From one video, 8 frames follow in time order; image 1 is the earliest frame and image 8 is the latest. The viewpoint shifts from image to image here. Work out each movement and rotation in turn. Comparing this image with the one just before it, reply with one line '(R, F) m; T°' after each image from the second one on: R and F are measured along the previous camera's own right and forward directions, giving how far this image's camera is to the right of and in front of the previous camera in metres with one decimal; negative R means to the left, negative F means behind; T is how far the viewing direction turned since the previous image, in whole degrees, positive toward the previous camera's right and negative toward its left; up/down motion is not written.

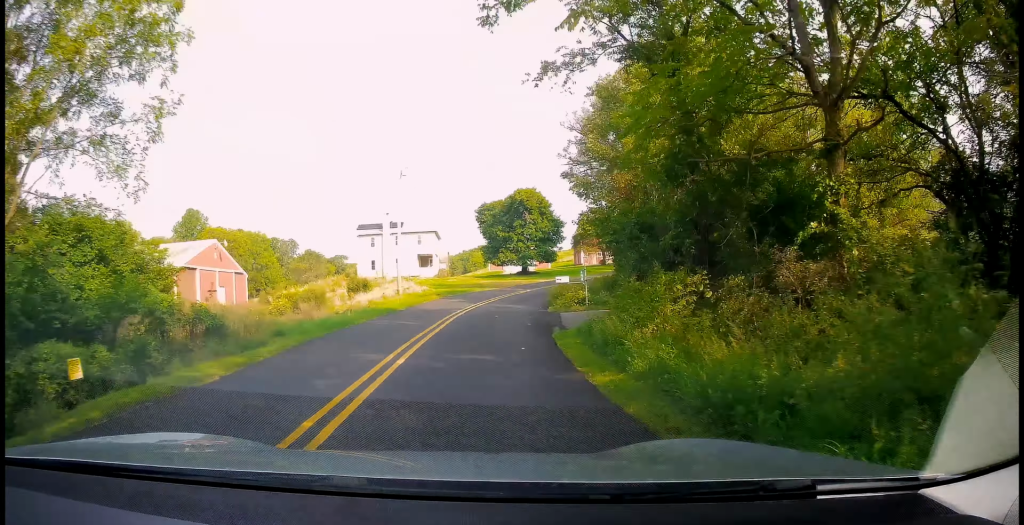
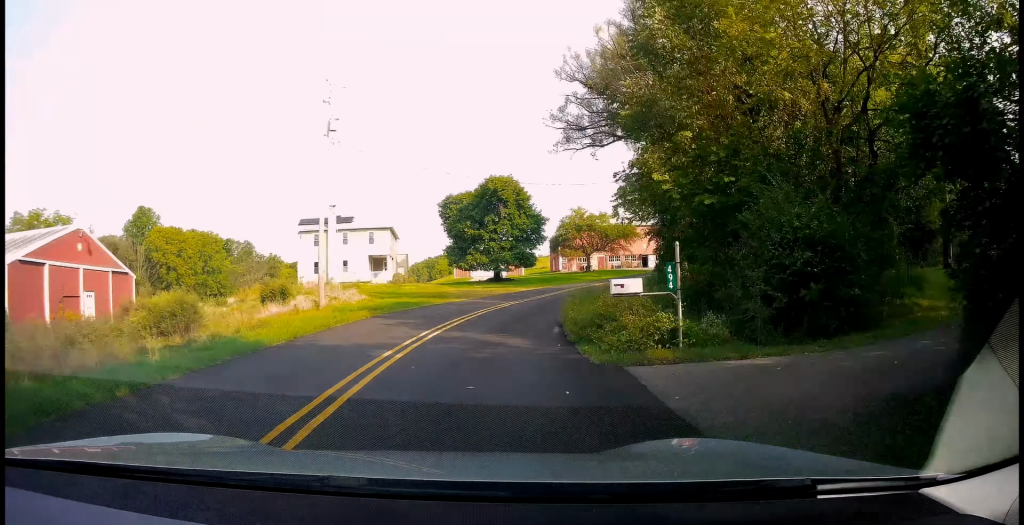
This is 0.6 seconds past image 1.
(-0.2, +12.8) m; +4°
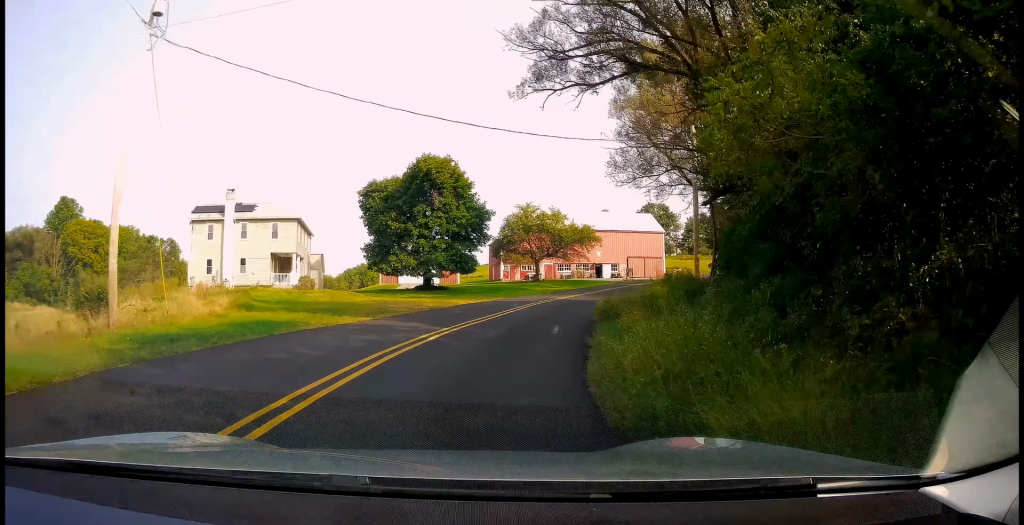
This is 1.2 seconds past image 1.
(+1.0, +13.2) m; +8°
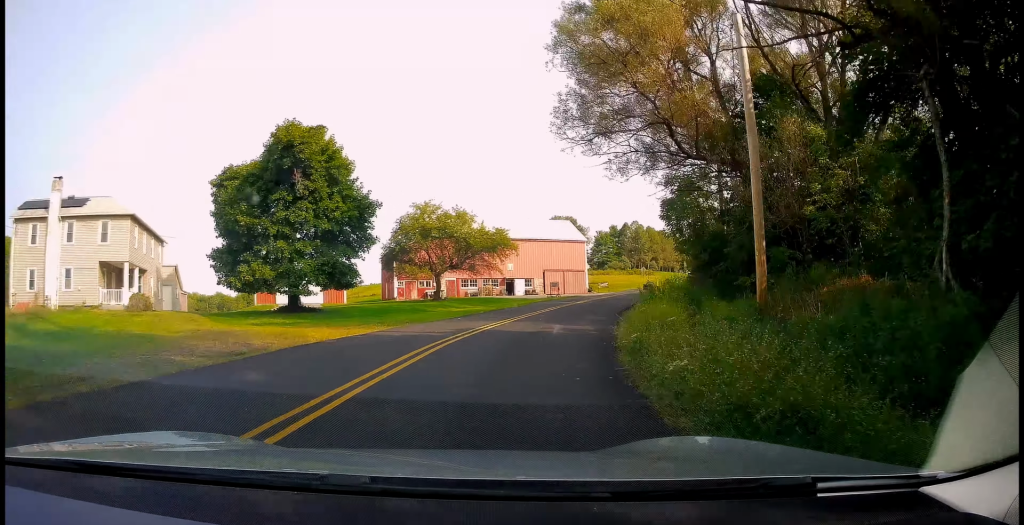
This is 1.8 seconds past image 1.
(+1.0, +13.5) m; +9°
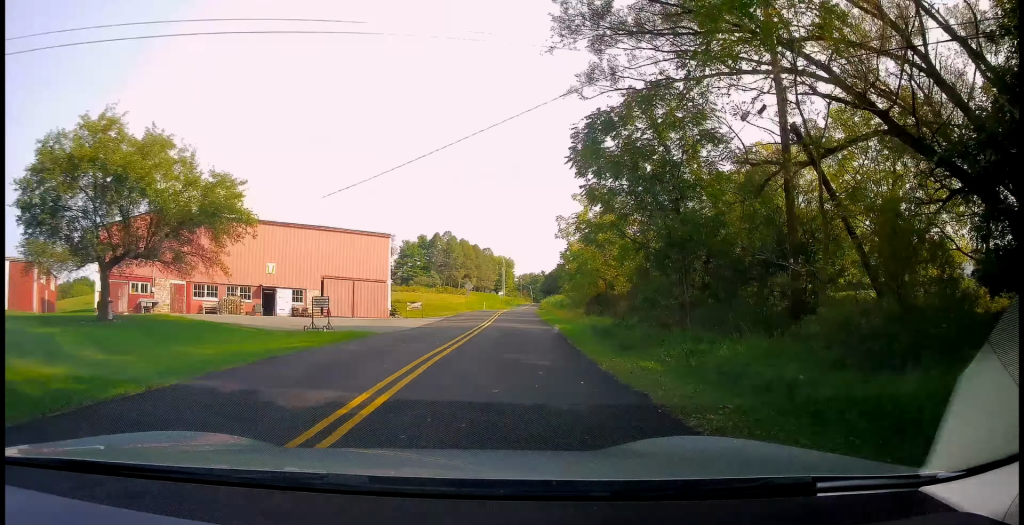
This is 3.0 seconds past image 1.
(+4.8, +28.1) m; +16°
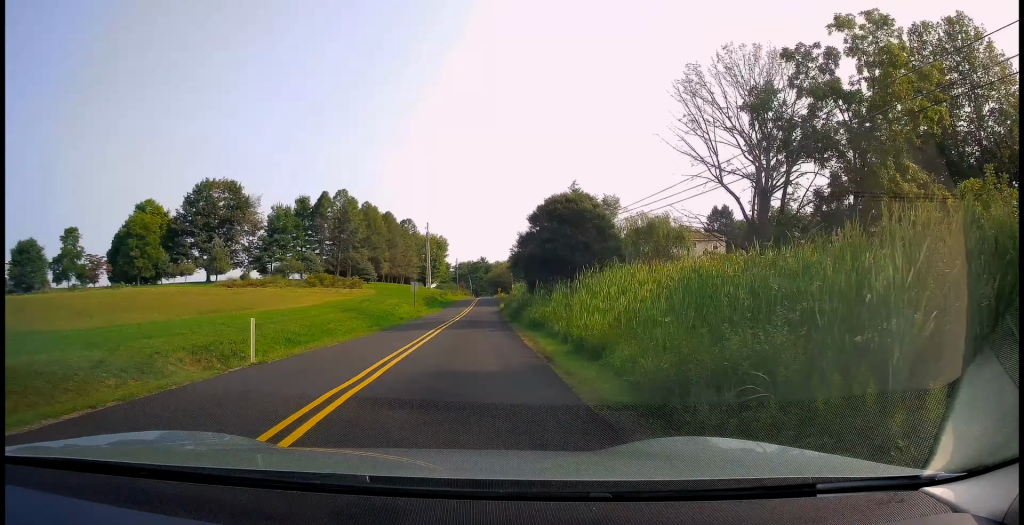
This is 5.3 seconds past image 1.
(+6.2, +63.8) m; +7°
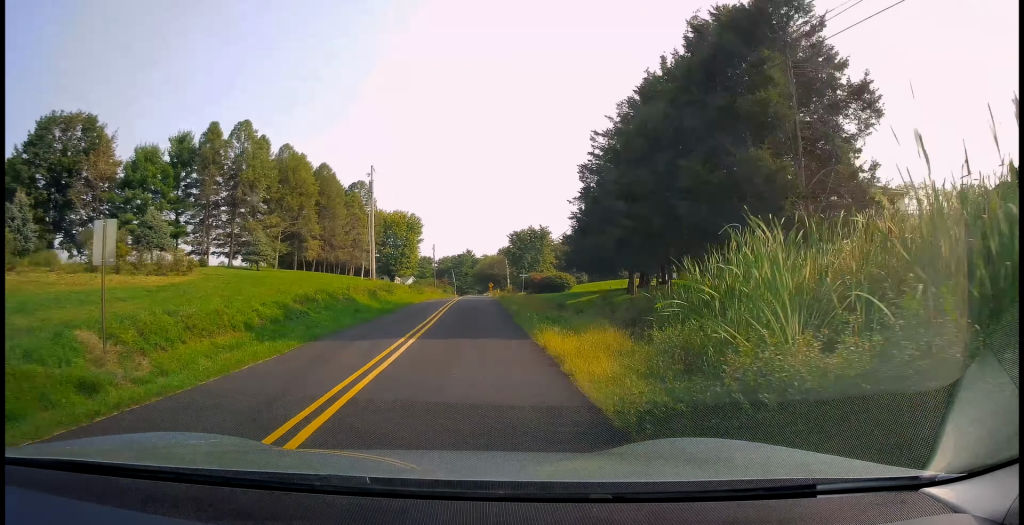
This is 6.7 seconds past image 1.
(+0.8, +44.7) m; +1°
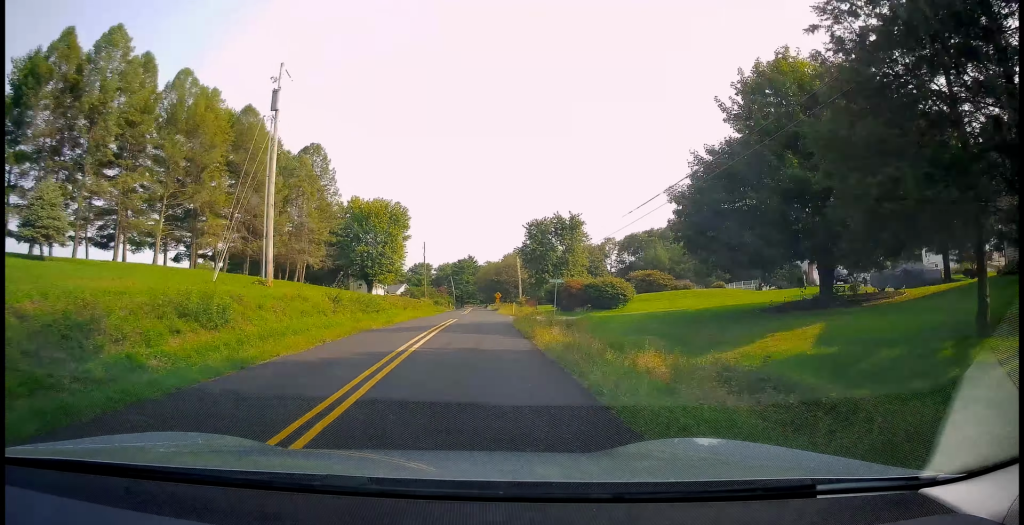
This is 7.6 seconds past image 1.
(0.0, +29.0) m; +1°
